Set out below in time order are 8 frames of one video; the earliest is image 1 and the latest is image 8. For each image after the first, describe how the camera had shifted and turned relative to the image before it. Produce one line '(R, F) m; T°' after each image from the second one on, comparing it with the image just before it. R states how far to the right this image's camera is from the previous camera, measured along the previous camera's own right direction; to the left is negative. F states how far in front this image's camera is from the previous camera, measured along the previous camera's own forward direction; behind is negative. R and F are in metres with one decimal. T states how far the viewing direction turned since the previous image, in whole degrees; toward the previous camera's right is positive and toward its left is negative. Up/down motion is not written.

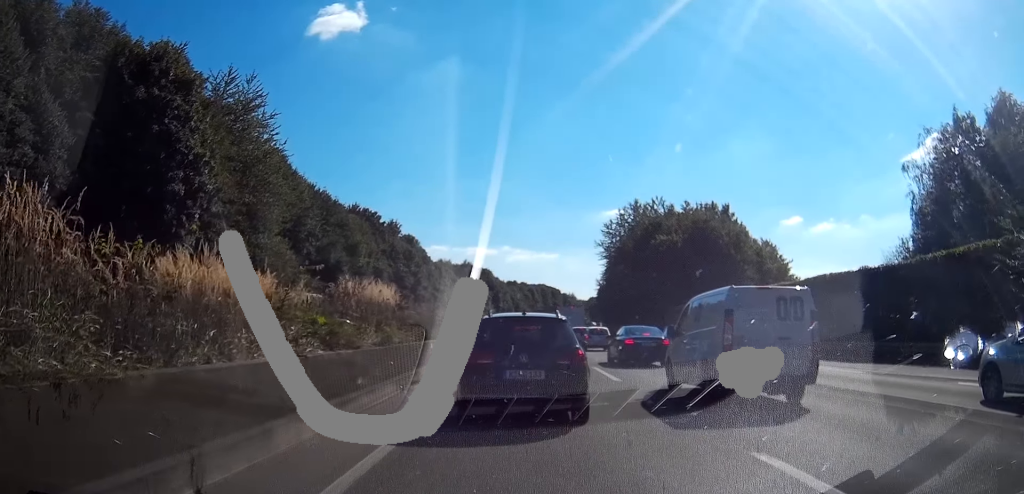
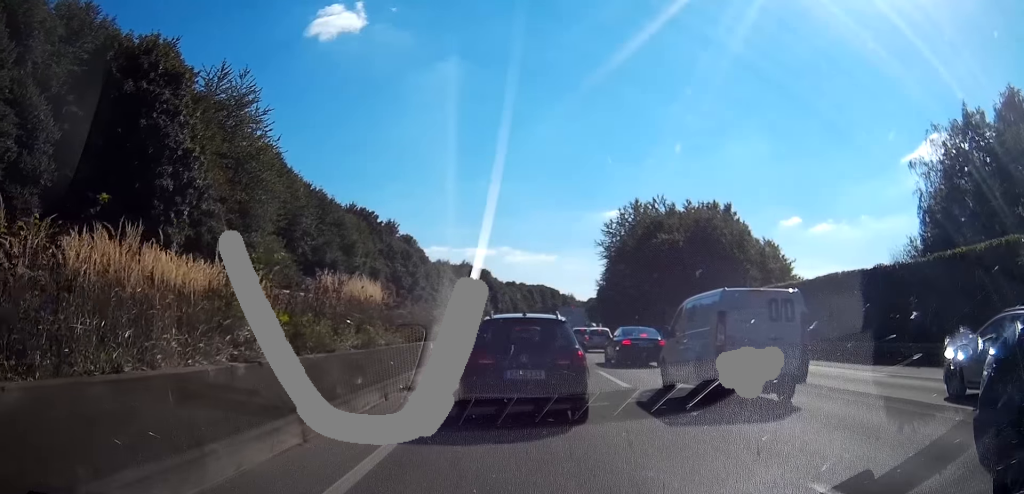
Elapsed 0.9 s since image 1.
(0.0, +1.6) m; +1°
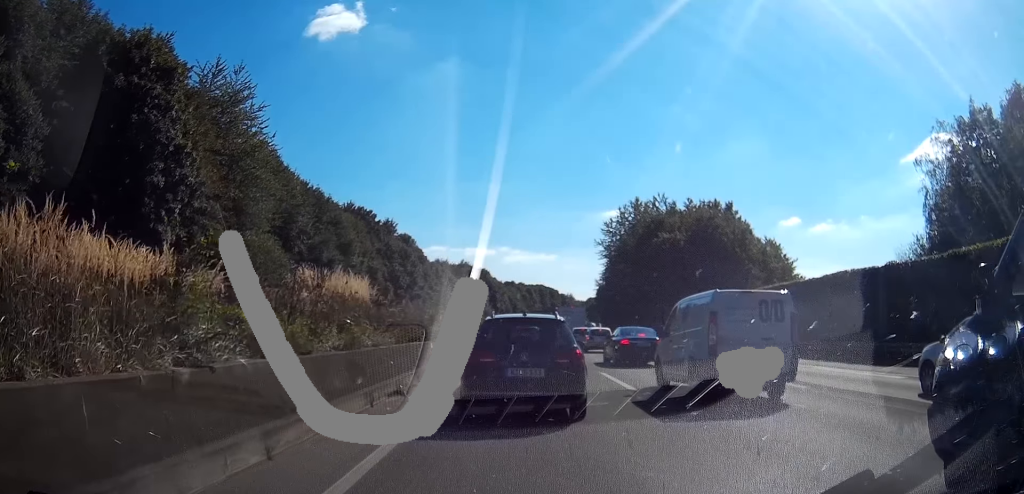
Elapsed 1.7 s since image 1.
(0.0, +1.5) m; -1°
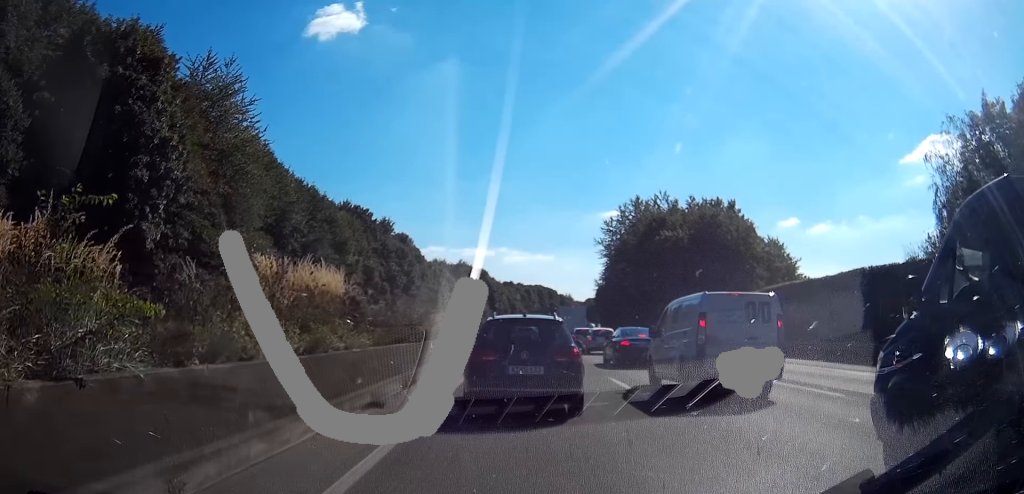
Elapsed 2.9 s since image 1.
(-0.1, +2.7) m; -1°
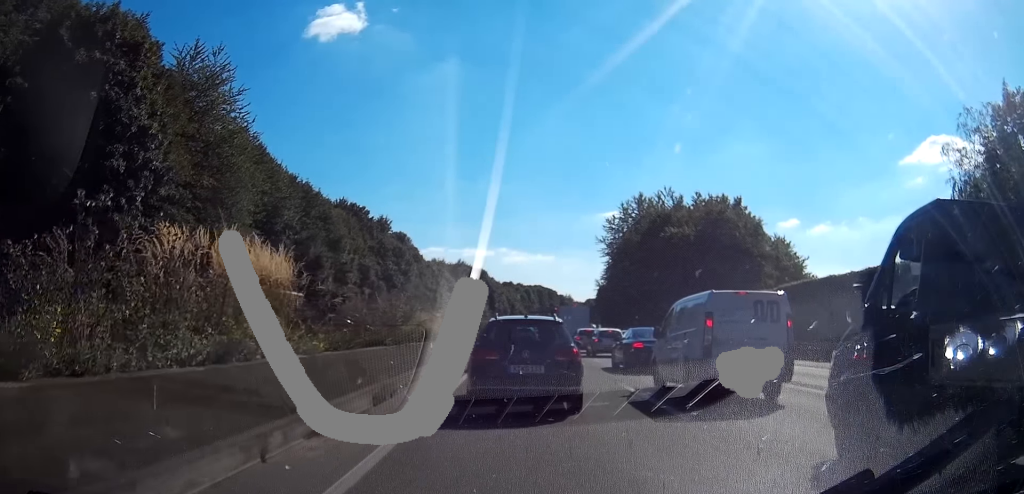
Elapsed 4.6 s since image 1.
(-0.1, +3.7) m; -1°
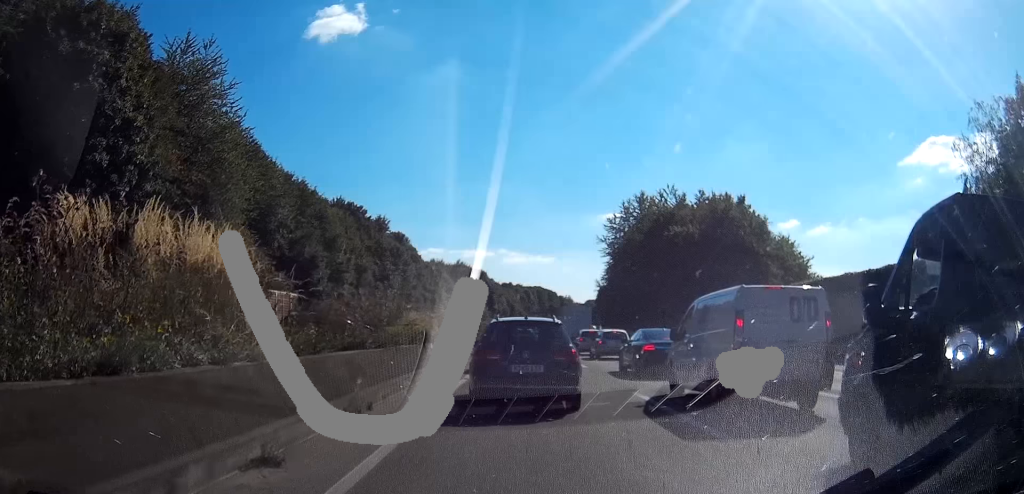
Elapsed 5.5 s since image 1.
(0.0, +2.2) m; +3°
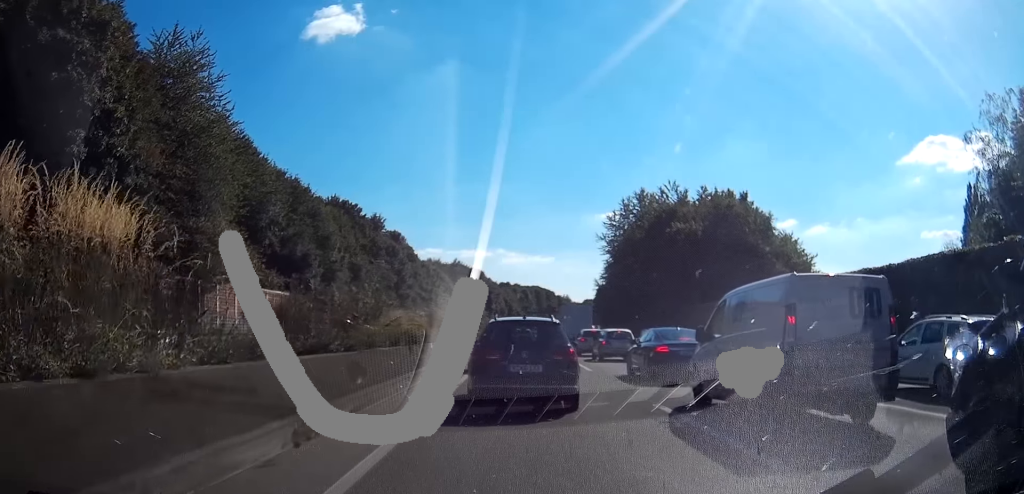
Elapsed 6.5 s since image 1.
(+0.1, +2.4) m; +5°
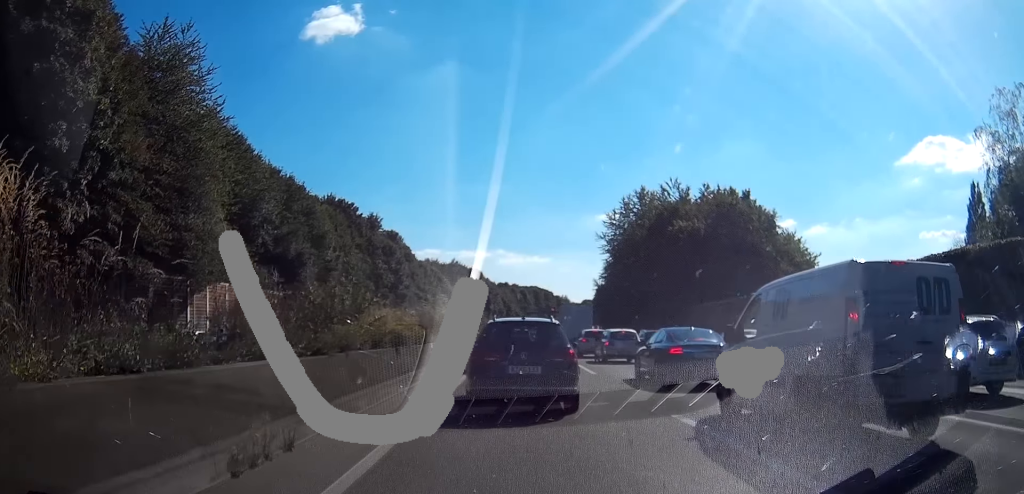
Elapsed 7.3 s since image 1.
(0.0, +1.8) m; +3°
